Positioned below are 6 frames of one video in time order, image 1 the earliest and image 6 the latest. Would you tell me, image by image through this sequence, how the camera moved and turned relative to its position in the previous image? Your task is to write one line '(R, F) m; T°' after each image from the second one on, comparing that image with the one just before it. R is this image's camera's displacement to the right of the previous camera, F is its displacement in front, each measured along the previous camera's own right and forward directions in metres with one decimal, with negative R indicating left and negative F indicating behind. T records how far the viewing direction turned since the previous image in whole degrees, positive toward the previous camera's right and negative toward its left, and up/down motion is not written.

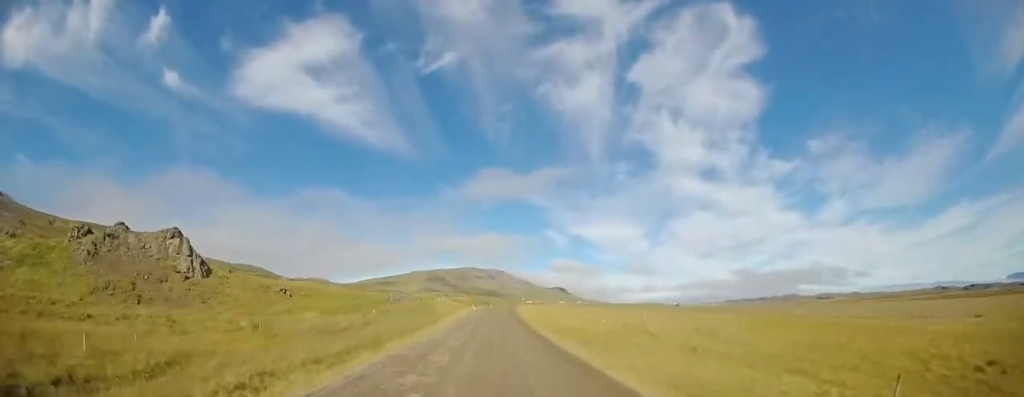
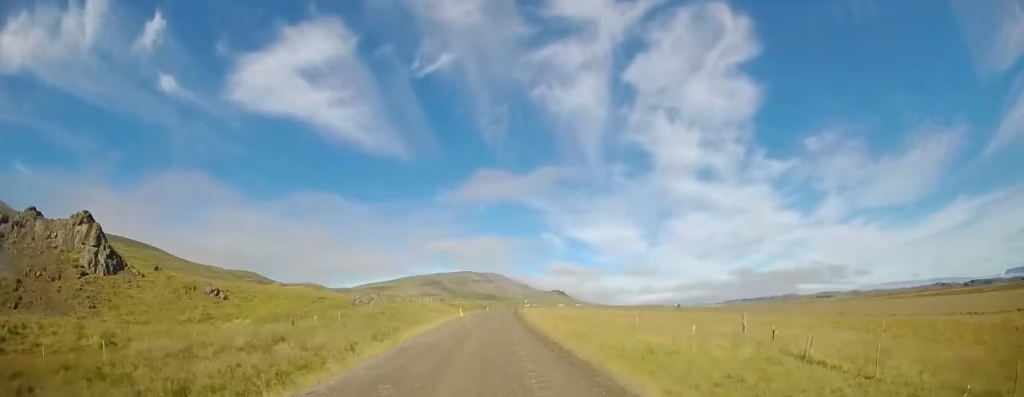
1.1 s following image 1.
(0.0, +18.1) m; -2°
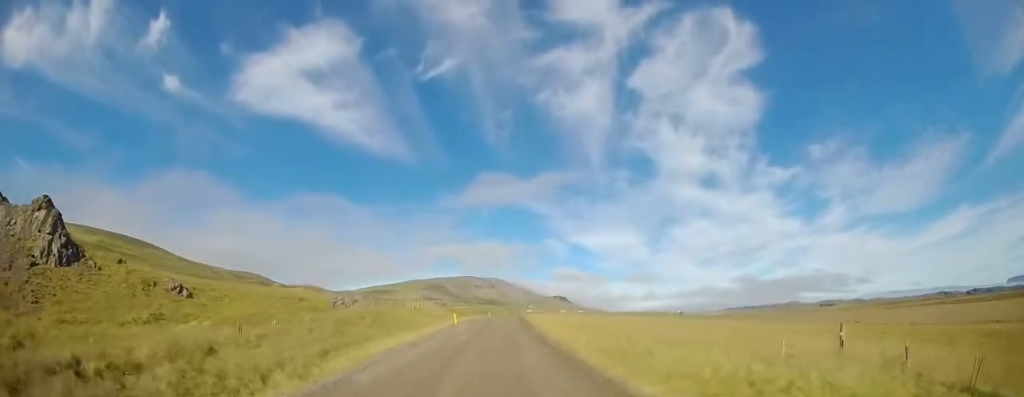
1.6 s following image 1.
(-0.2, +7.9) m; 0°
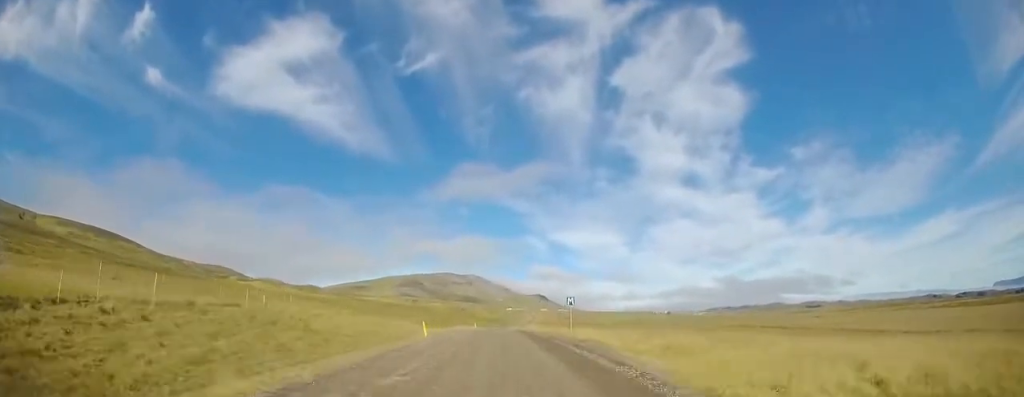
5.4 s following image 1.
(+1.0, +60.0) m; +1°
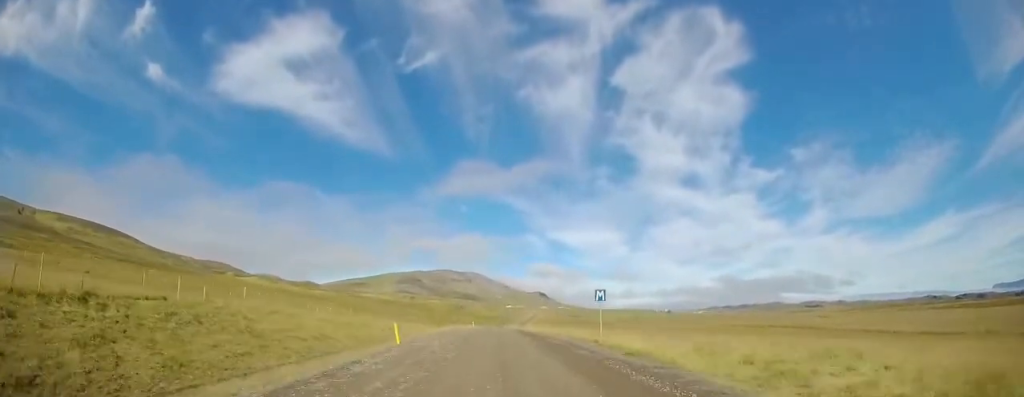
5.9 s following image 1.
(-0.3, +6.9) m; -1°
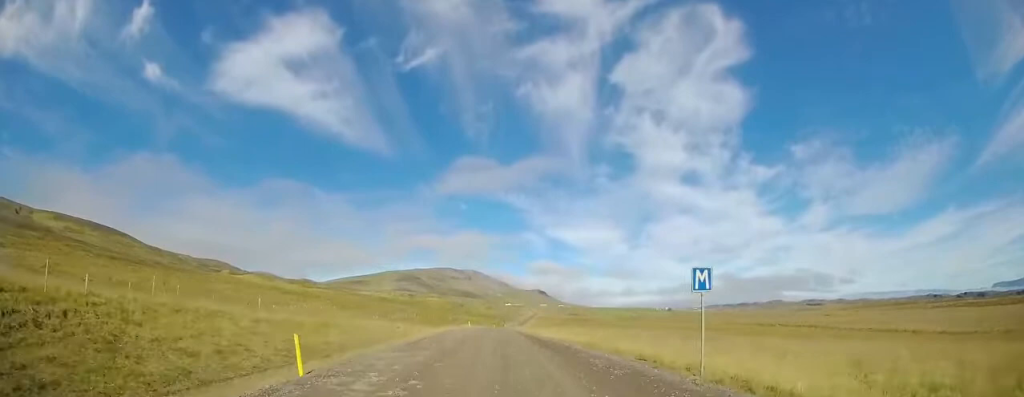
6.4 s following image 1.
(-0.1, +9.0) m; 0°
